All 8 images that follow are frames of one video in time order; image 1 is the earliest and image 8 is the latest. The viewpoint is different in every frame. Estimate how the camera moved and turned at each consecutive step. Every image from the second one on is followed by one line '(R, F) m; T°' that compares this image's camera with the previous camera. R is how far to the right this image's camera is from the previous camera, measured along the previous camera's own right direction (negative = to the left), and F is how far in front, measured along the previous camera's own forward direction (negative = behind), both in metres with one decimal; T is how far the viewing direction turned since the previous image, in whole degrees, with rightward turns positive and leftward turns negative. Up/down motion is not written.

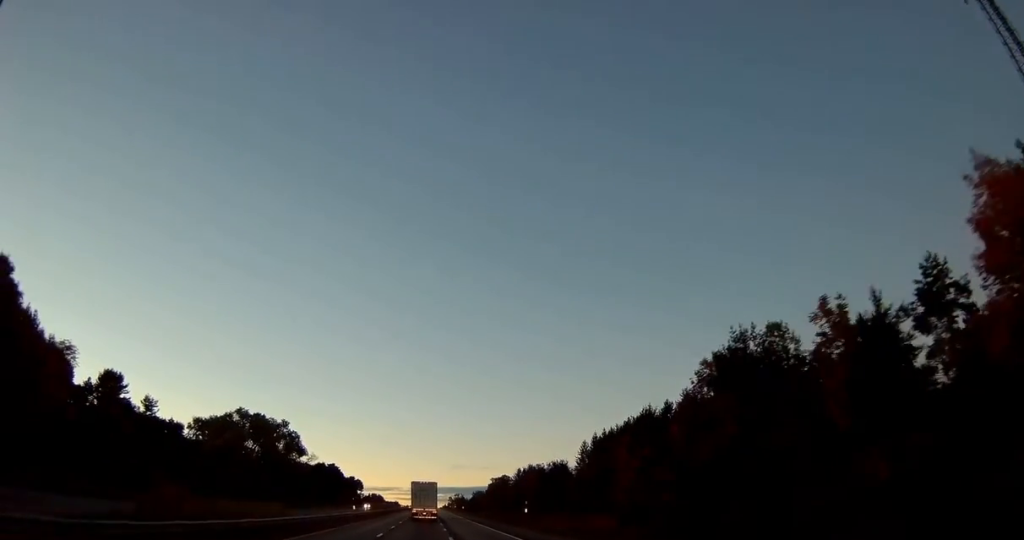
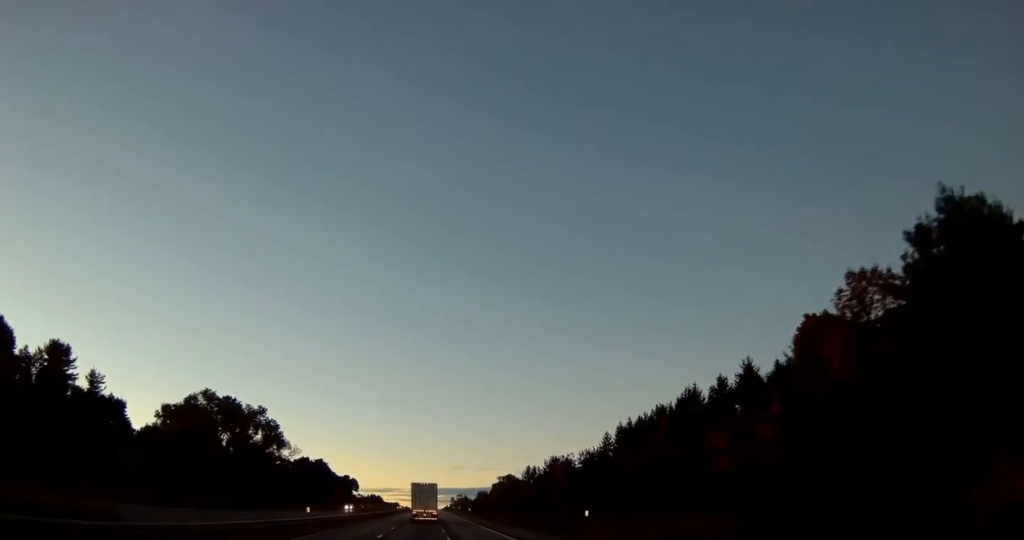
(+0.2, +24.3) m; 0°
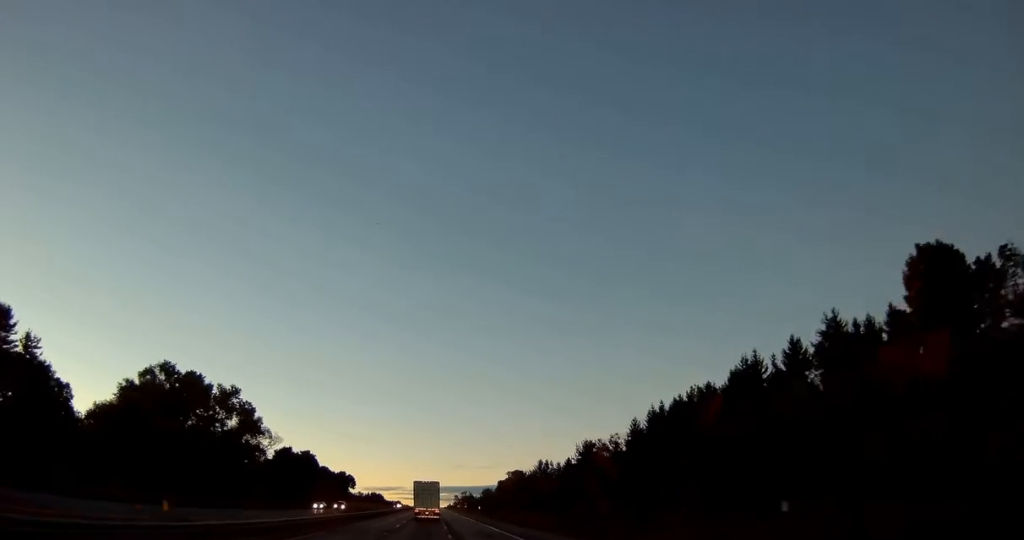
(-0.1, +22.0) m; 0°
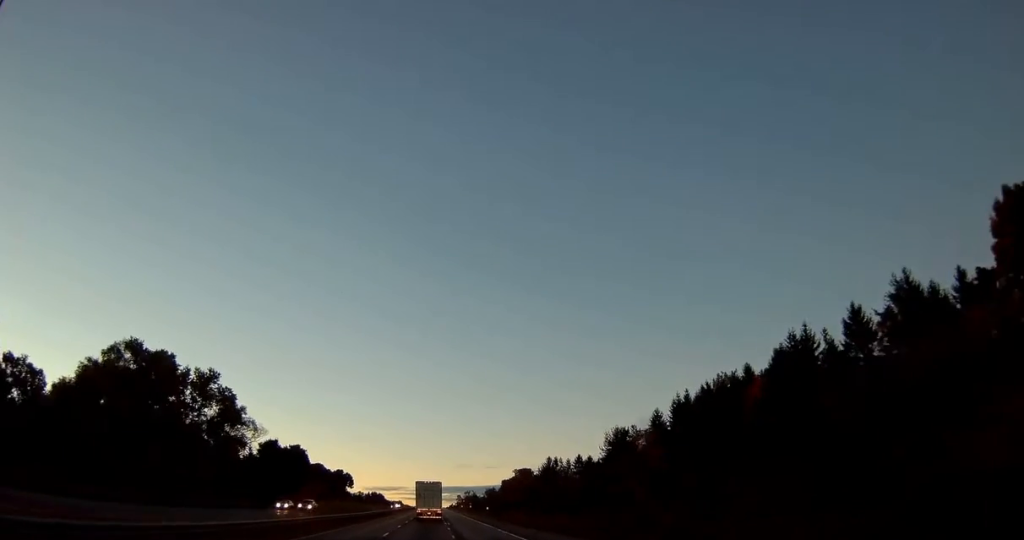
(-0.1, +13.2) m; 0°
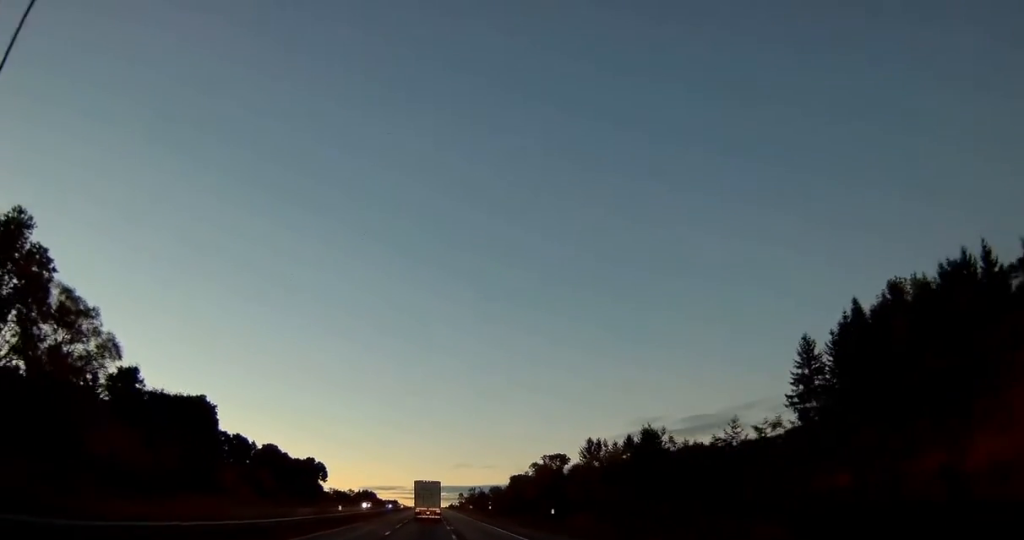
(0.0, +59.4) m; 0°
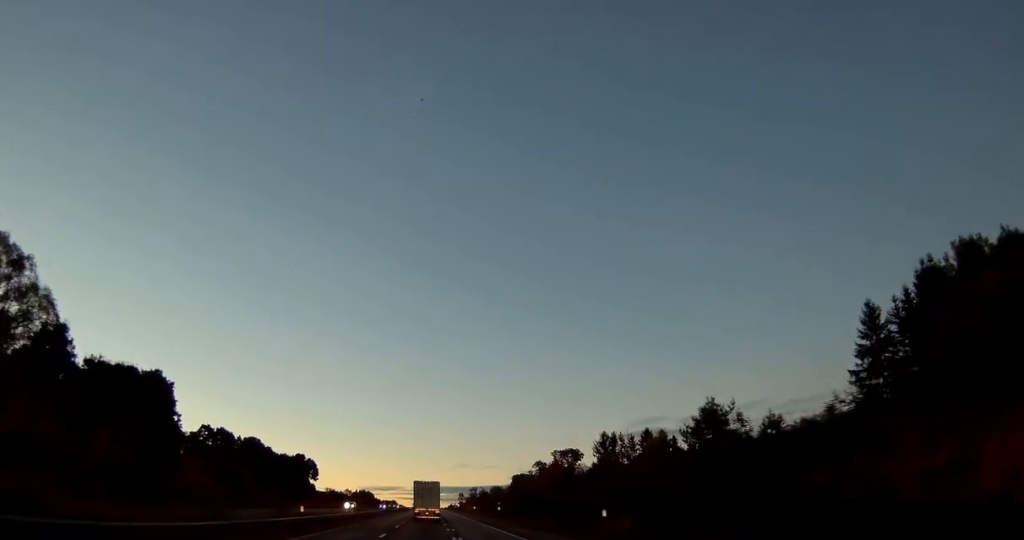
(+0.2, +15.4) m; 0°
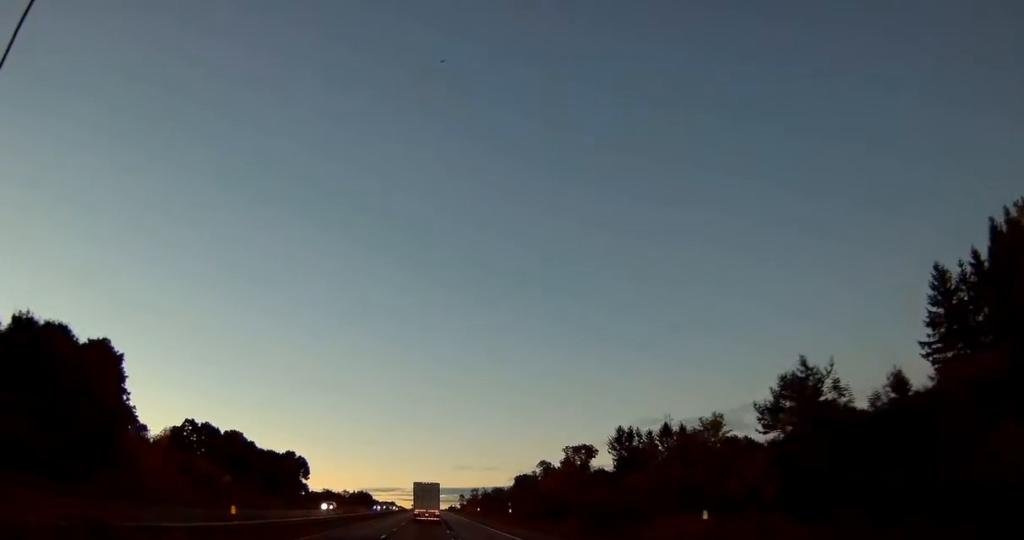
(0.0, +12.1) m; 0°
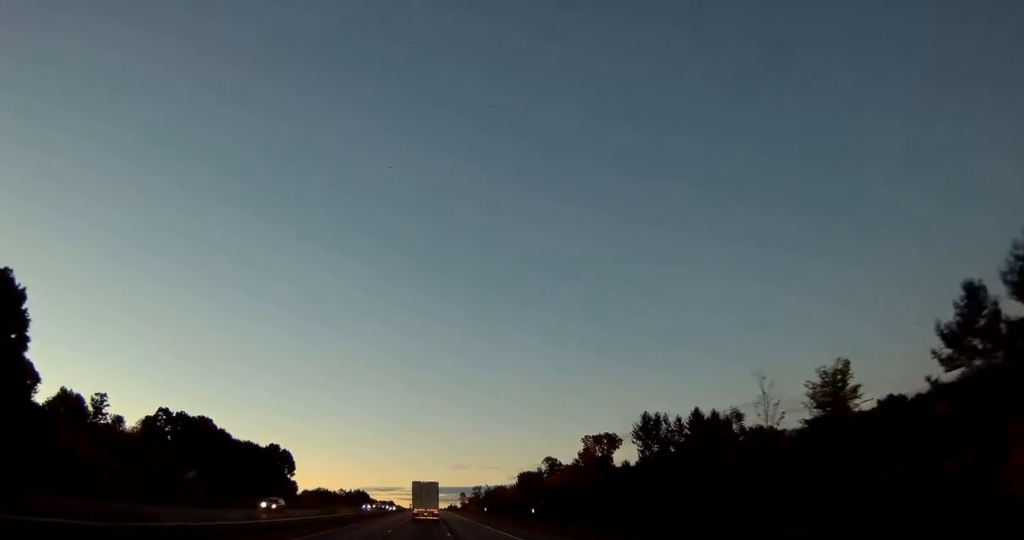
(-0.2, +17.6) m; 0°
